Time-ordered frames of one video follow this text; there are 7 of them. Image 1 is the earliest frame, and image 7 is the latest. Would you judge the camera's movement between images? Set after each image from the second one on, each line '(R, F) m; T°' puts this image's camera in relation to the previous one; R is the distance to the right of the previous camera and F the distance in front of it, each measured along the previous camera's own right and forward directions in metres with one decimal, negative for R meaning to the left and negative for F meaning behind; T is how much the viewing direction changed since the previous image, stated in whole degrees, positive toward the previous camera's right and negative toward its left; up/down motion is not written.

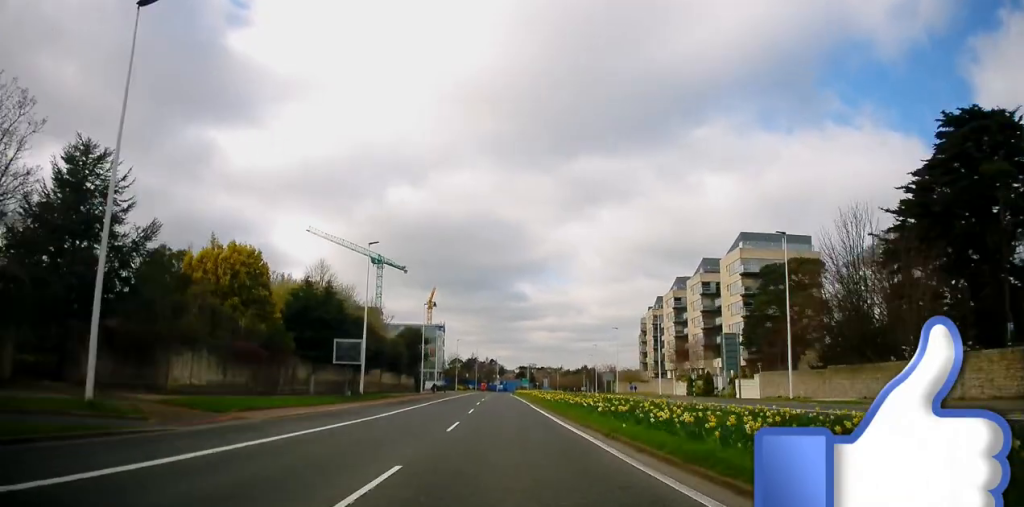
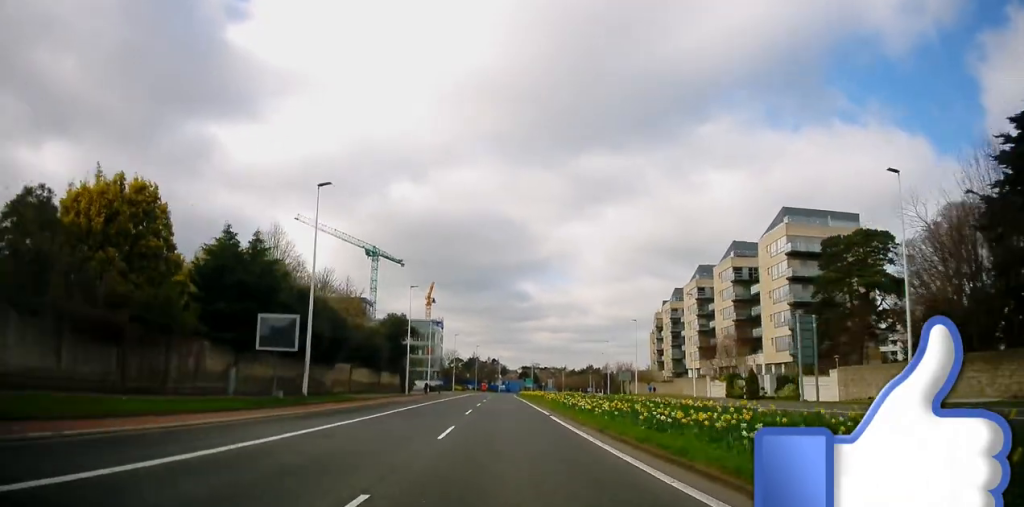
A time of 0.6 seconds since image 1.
(-0.1, +14.0) m; 0°
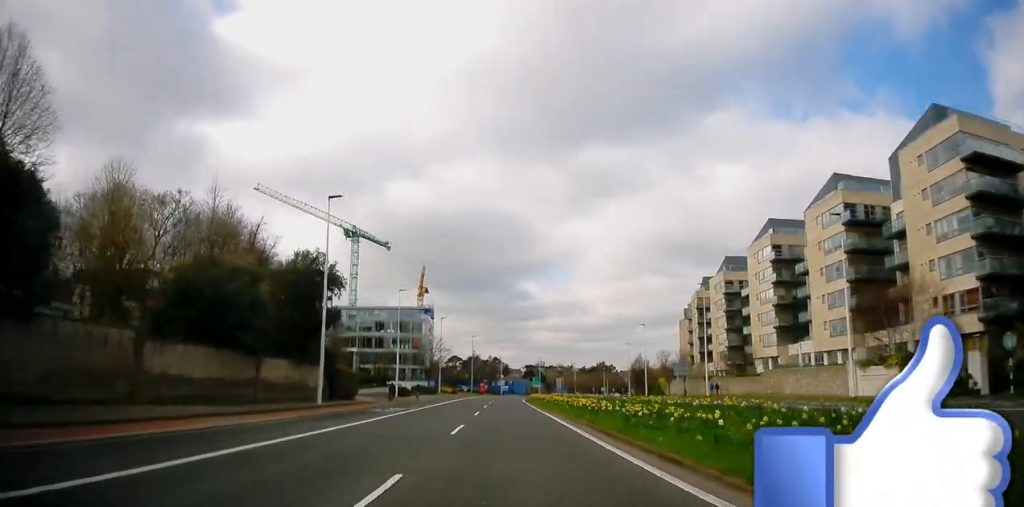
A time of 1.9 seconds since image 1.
(0.0, +33.3) m; 0°
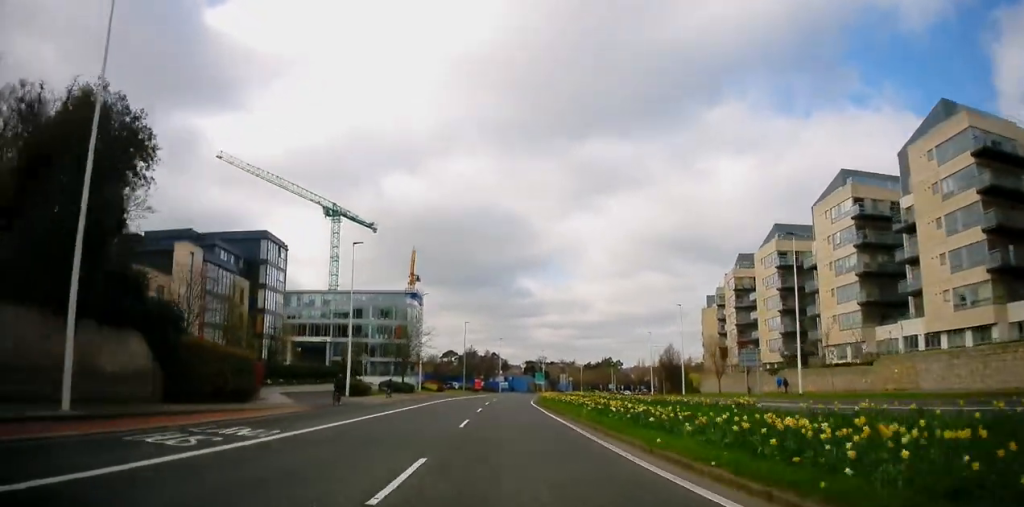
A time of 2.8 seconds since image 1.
(0.0, +23.0) m; 0°
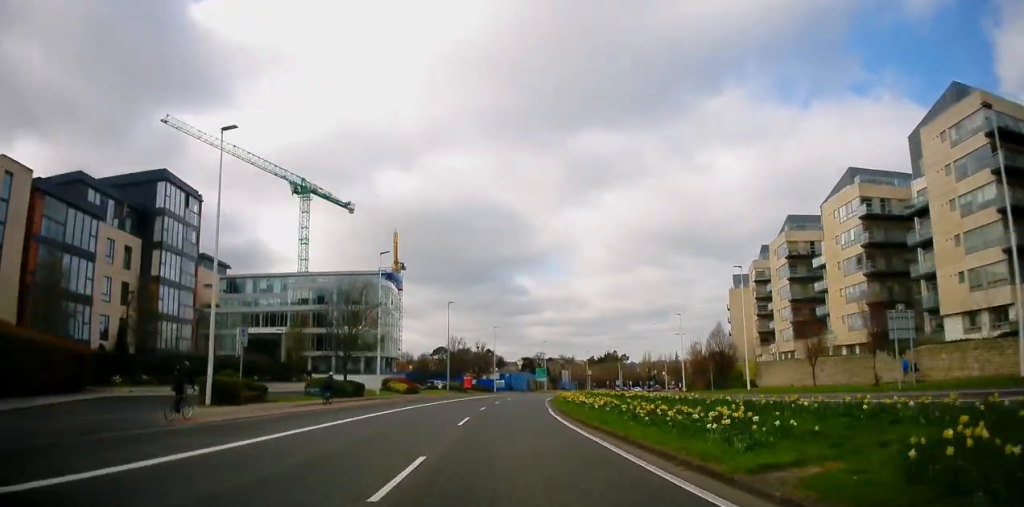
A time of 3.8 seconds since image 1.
(0.0, +24.5) m; 0°
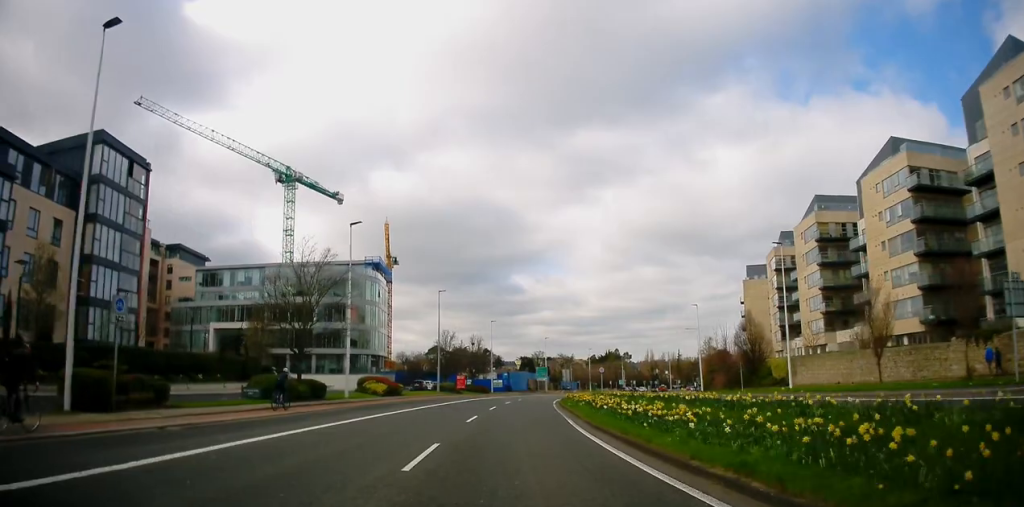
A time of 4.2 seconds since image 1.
(-0.1, +10.5) m; 0°
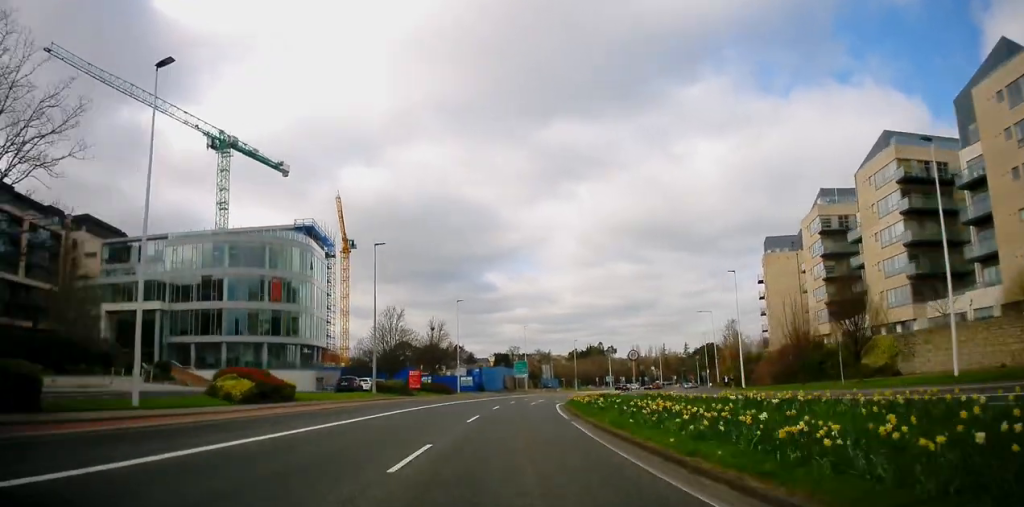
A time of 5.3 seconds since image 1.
(+0.1, +24.7) m; +2°
